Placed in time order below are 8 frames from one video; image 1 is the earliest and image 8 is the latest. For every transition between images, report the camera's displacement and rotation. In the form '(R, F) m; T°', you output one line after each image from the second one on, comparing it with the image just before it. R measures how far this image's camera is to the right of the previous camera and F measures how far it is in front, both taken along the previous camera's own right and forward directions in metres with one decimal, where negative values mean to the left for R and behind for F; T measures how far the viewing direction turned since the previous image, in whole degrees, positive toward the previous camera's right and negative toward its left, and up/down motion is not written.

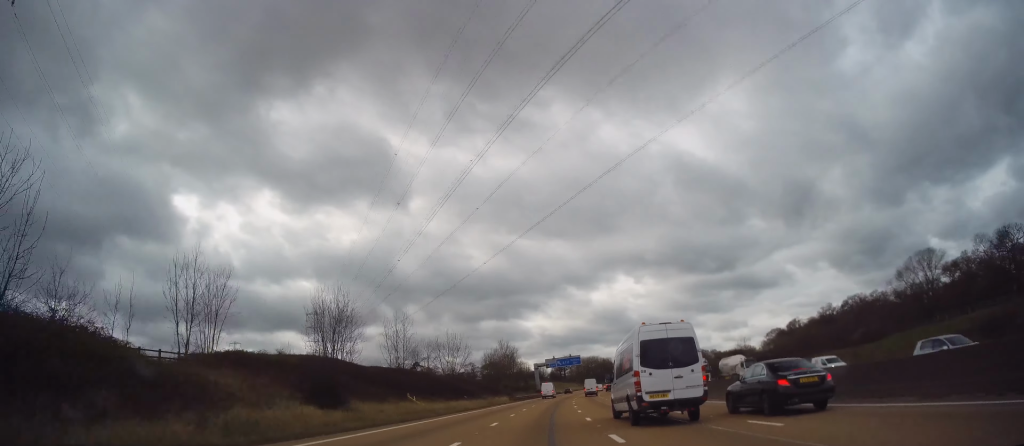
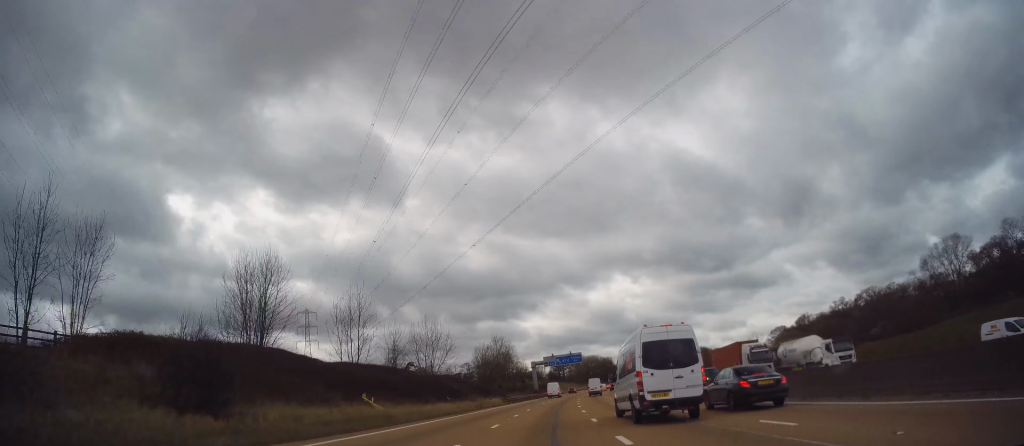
(+0.1, +9.5) m; -1°
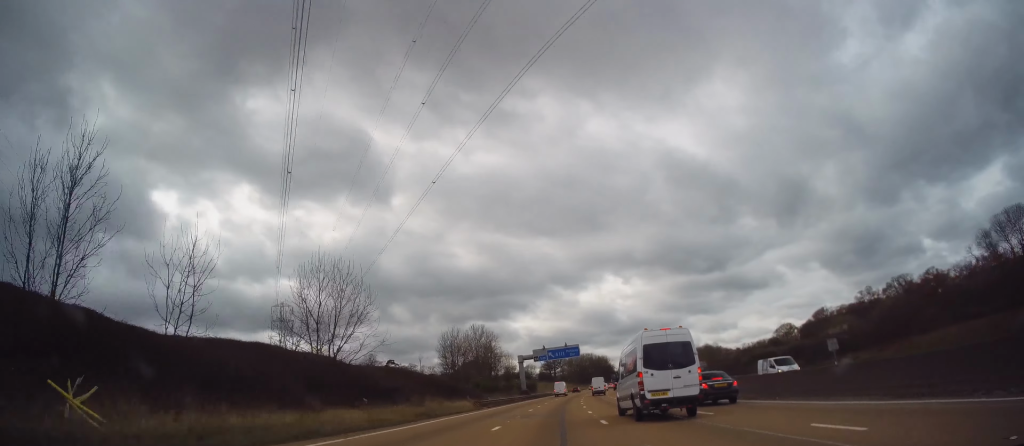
(-0.3, +20.2) m; +1°
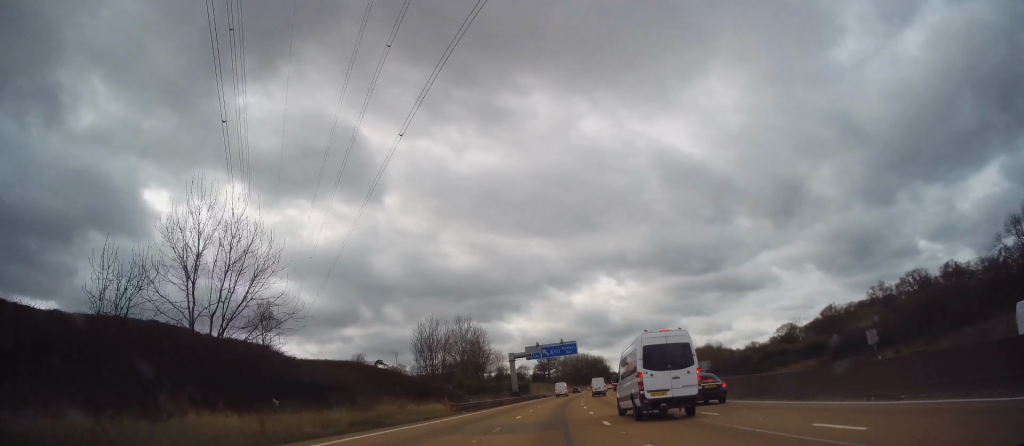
(+0.1, +9.2) m; +2°
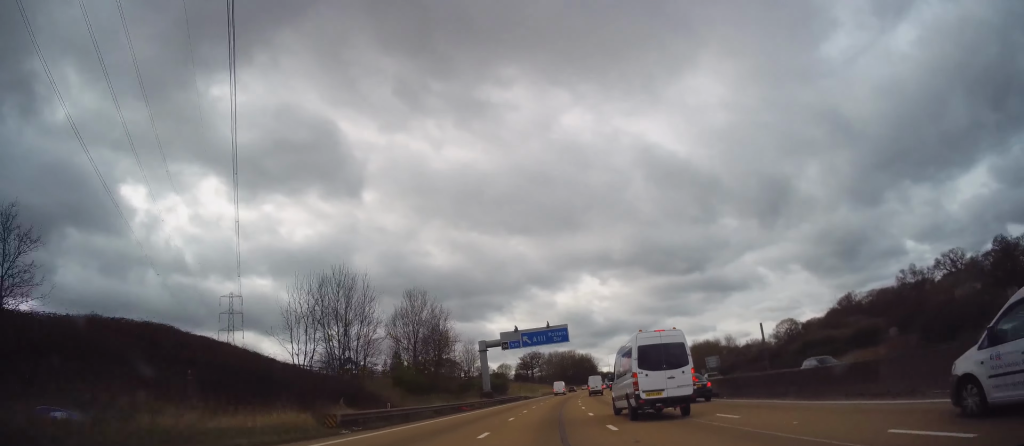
(+0.8, +20.7) m; +3°
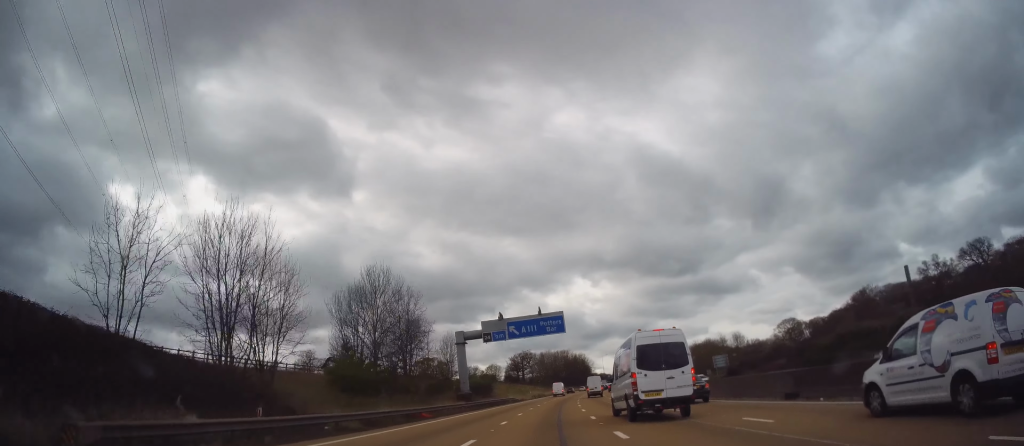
(0.0, +11.7) m; 0°
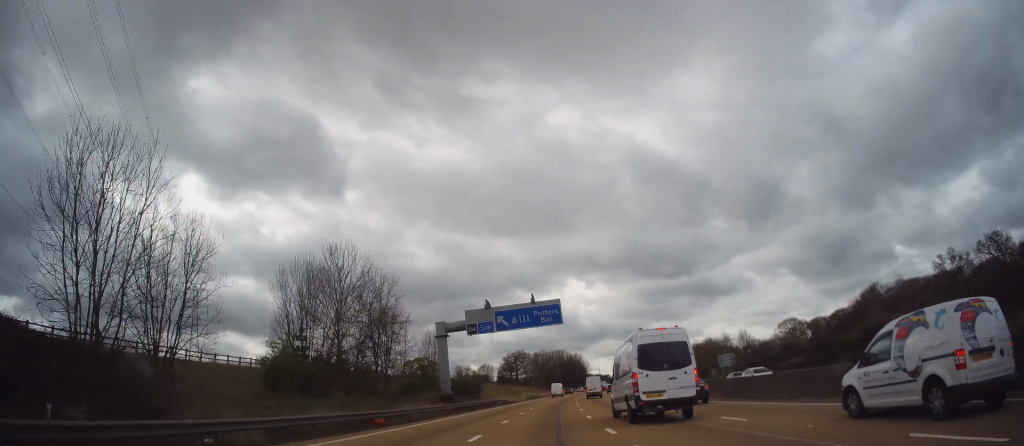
(0.0, +7.4) m; 0°
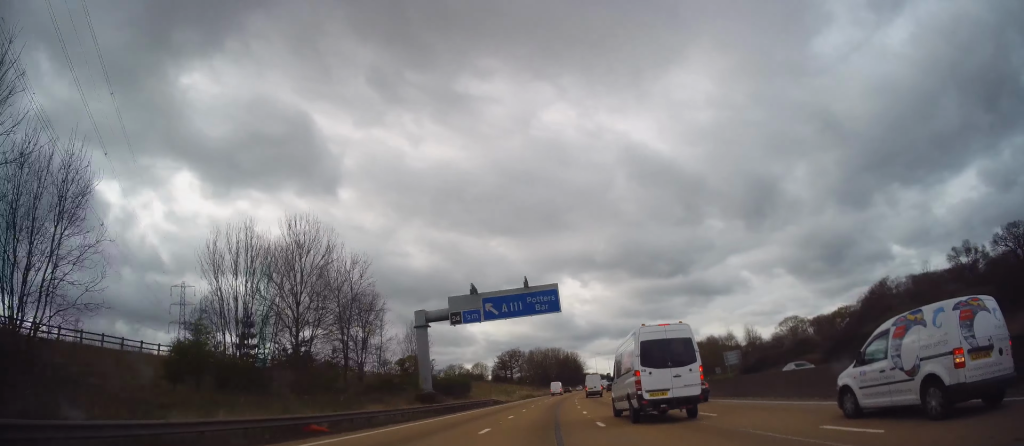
(0.0, +6.3) m; 0°
